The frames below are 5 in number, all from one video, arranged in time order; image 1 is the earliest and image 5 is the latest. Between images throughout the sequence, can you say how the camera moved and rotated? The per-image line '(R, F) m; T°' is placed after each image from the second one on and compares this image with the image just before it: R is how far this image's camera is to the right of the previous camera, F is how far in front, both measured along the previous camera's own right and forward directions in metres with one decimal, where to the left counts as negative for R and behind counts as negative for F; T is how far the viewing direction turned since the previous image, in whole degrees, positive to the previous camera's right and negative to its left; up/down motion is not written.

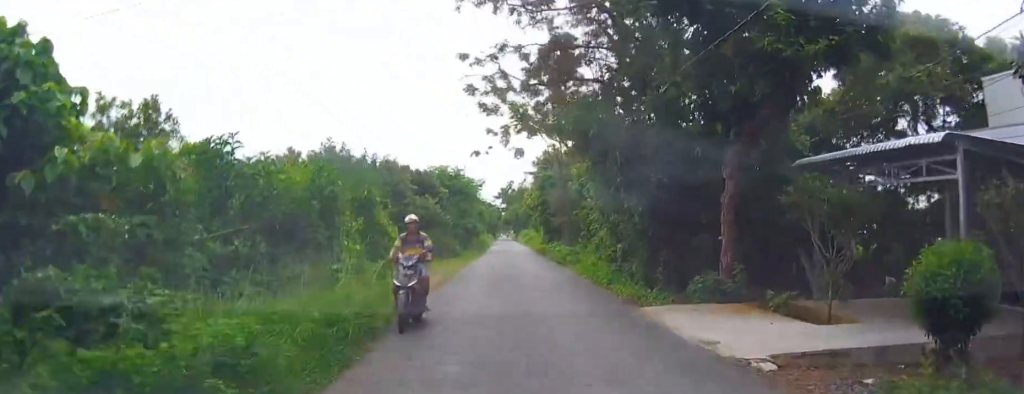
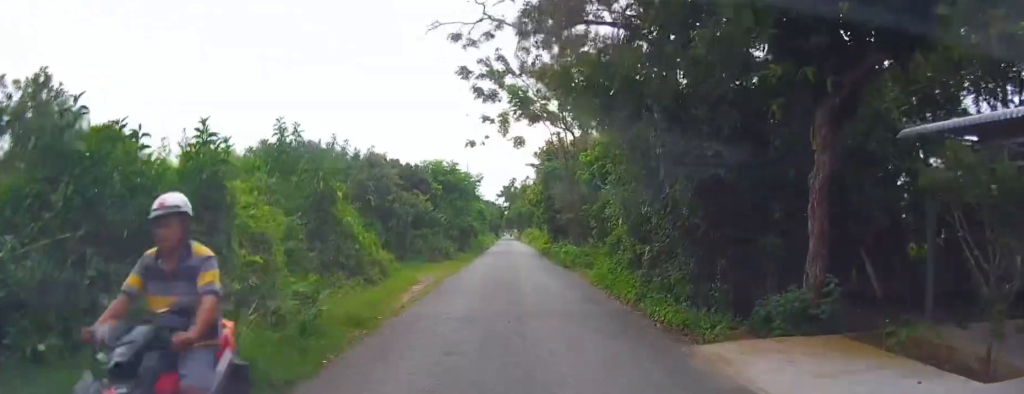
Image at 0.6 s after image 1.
(0.0, +4.3) m; 0°
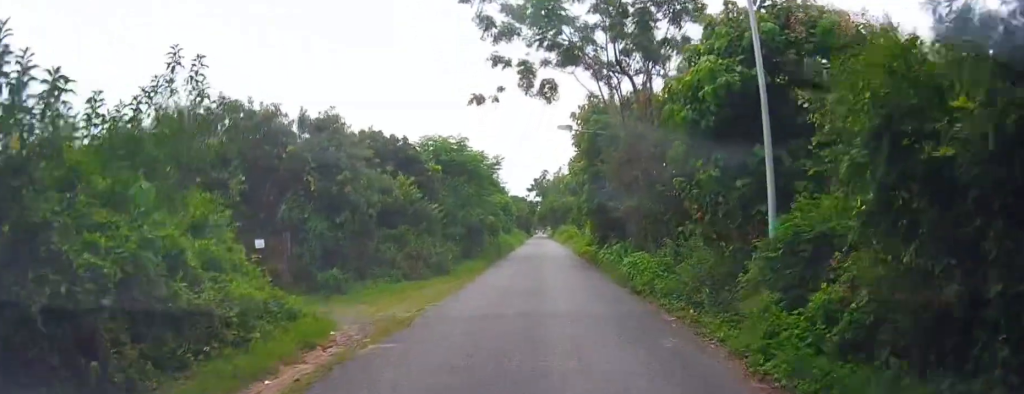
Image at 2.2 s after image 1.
(0.0, +11.8) m; -1°
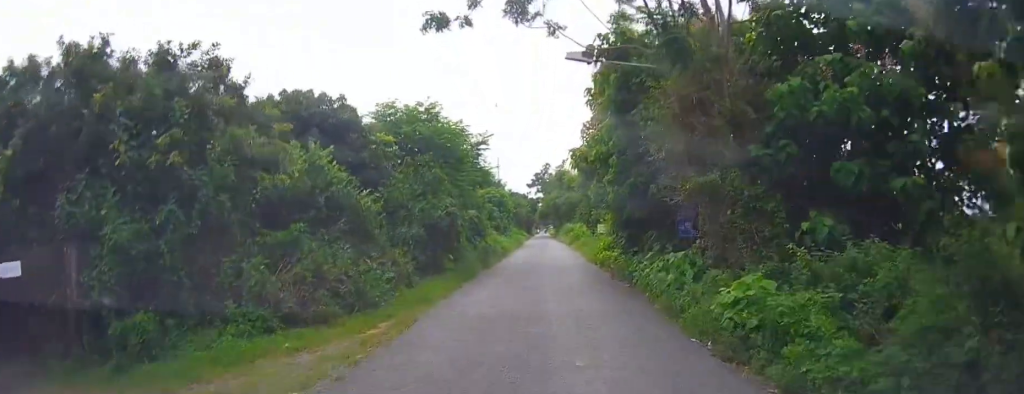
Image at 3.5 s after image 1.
(-0.3, +10.3) m; -4°
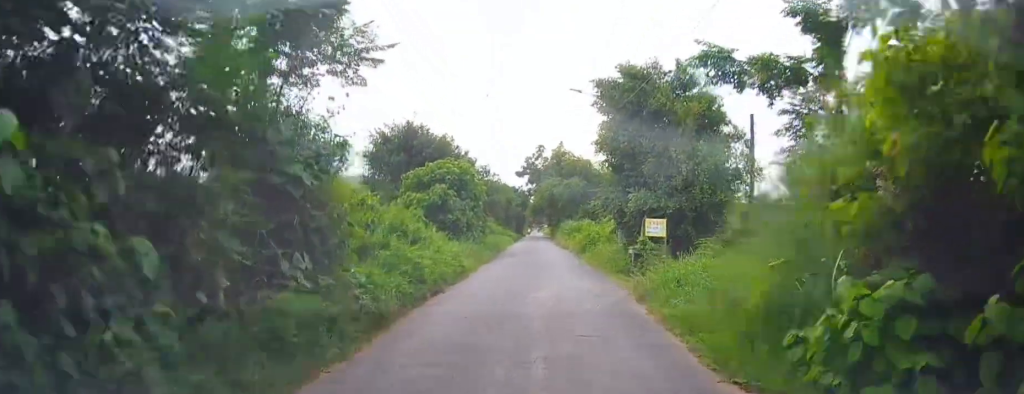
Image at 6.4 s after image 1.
(-0.9, +22.0) m; -3°
